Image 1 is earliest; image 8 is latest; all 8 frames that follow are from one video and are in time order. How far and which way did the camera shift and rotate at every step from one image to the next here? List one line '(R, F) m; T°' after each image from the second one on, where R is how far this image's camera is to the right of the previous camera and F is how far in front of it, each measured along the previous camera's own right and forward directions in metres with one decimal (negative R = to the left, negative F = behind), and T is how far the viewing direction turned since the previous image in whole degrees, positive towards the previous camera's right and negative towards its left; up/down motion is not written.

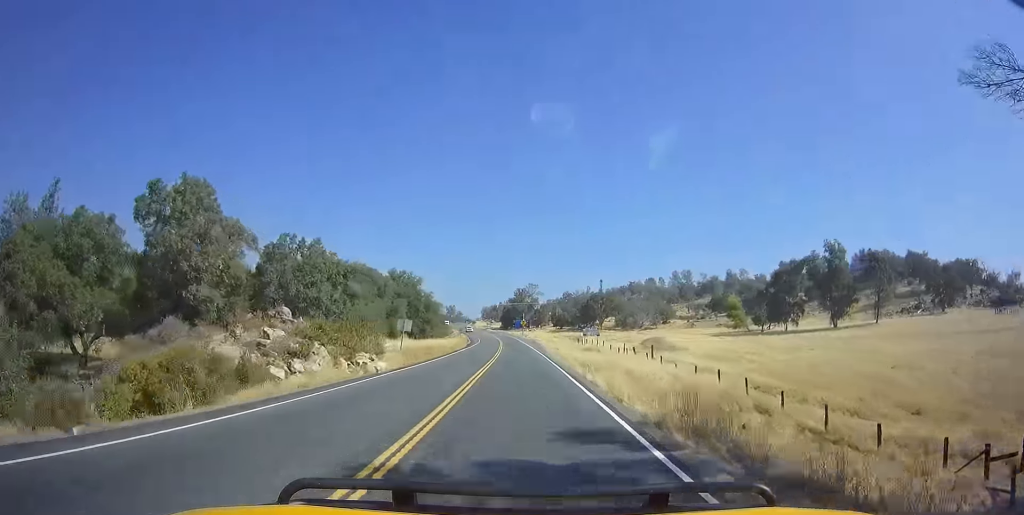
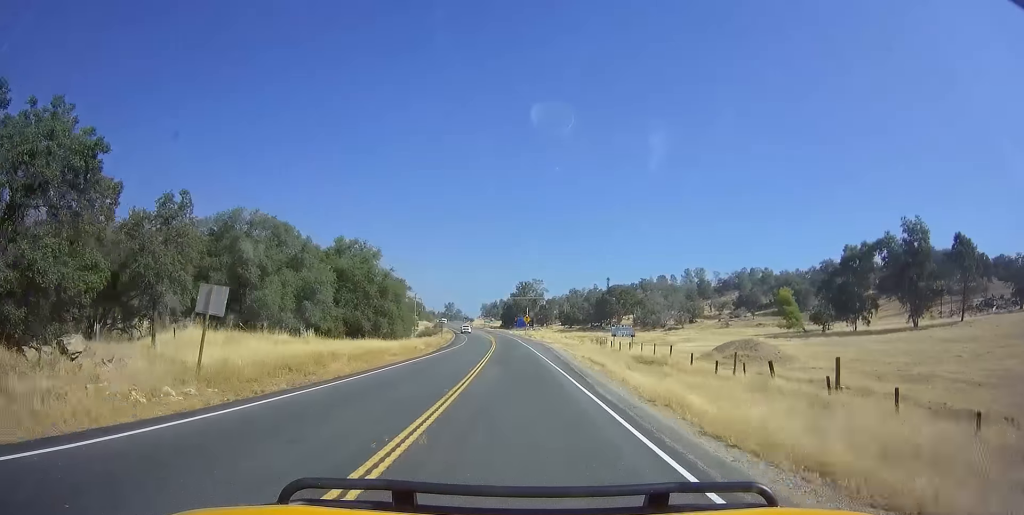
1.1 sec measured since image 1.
(0.0, +28.3) m; -1°
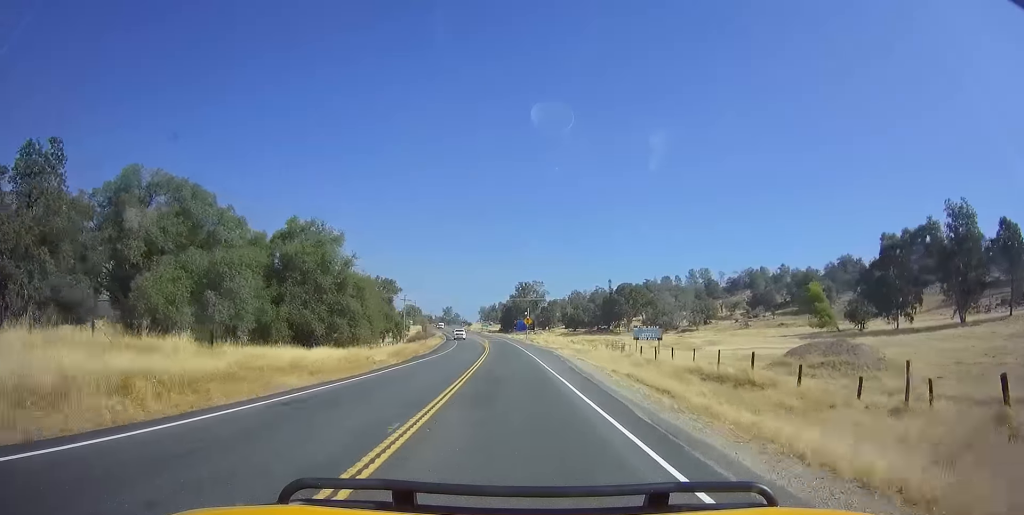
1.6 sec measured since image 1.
(0.0, +13.3) m; -1°
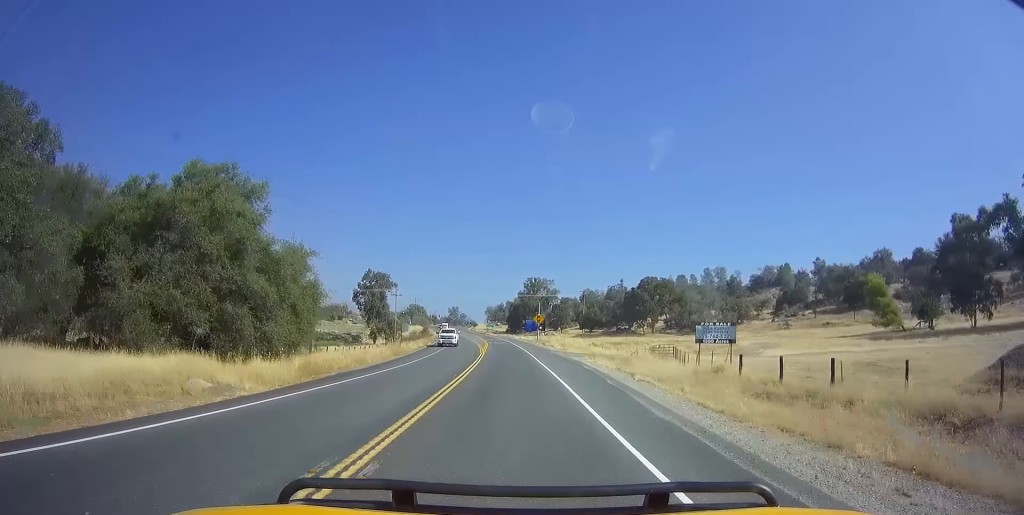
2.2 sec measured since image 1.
(-0.4, +17.9) m; -1°
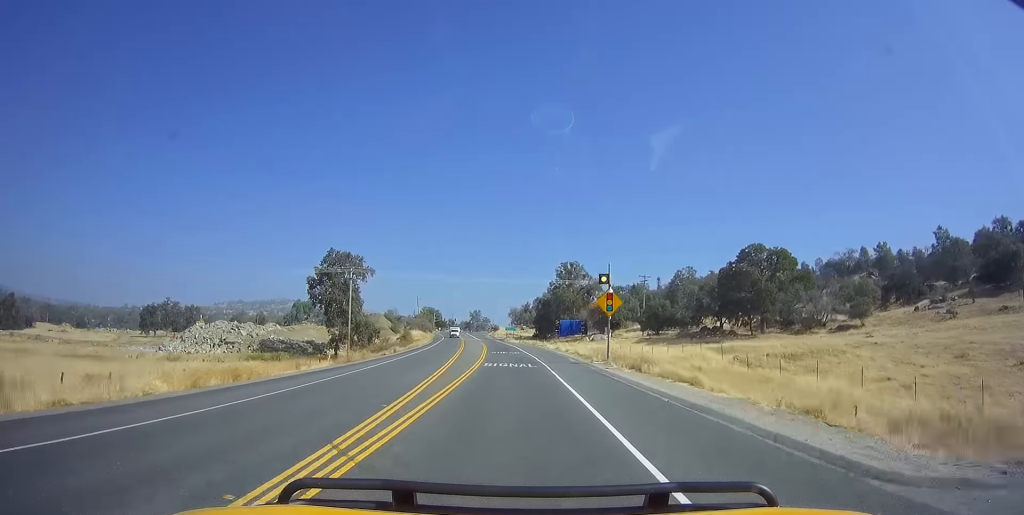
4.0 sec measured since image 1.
(-0.2, +45.7) m; -1°
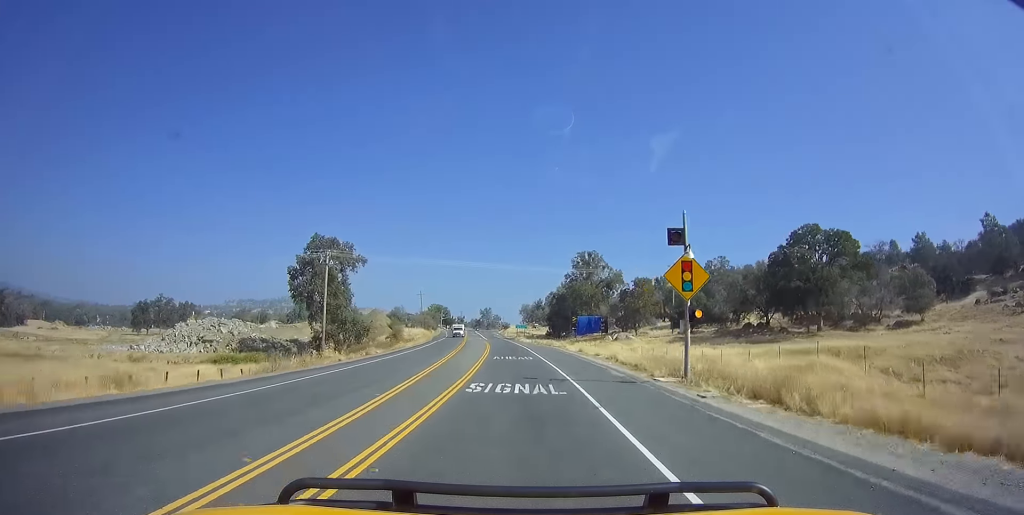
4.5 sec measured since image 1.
(+0.1, +13.0) m; -1°
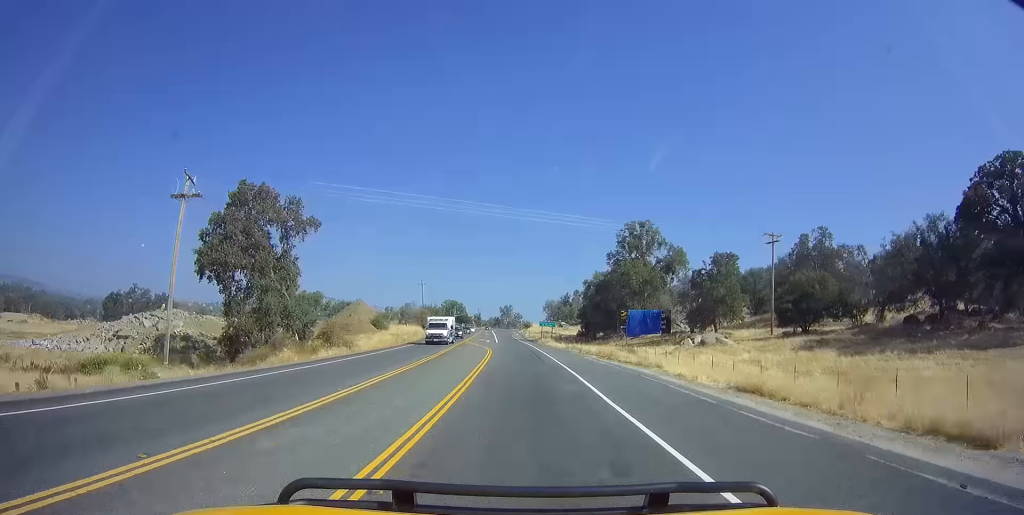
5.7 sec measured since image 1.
(-1.1, +30.5) m; -3°
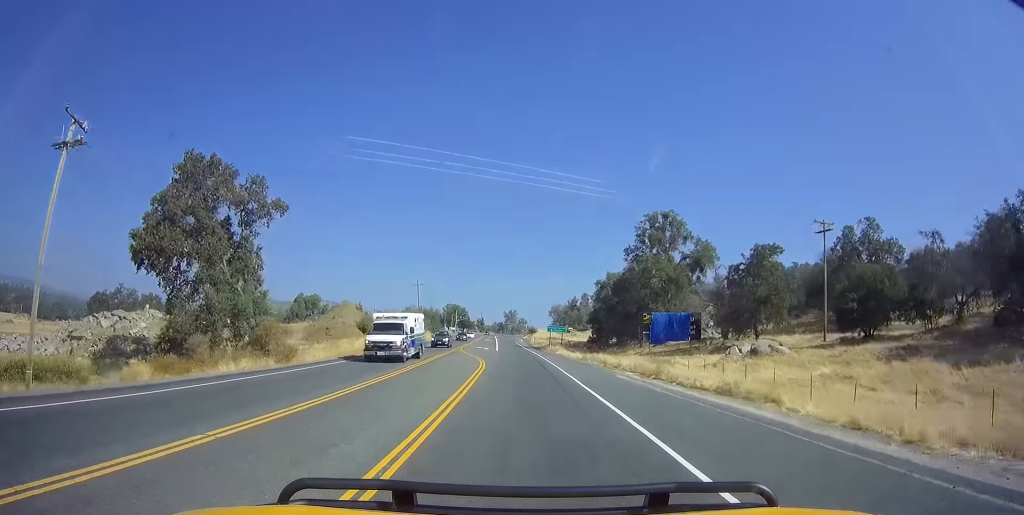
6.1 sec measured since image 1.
(-0.2, +10.7) m; -1°
